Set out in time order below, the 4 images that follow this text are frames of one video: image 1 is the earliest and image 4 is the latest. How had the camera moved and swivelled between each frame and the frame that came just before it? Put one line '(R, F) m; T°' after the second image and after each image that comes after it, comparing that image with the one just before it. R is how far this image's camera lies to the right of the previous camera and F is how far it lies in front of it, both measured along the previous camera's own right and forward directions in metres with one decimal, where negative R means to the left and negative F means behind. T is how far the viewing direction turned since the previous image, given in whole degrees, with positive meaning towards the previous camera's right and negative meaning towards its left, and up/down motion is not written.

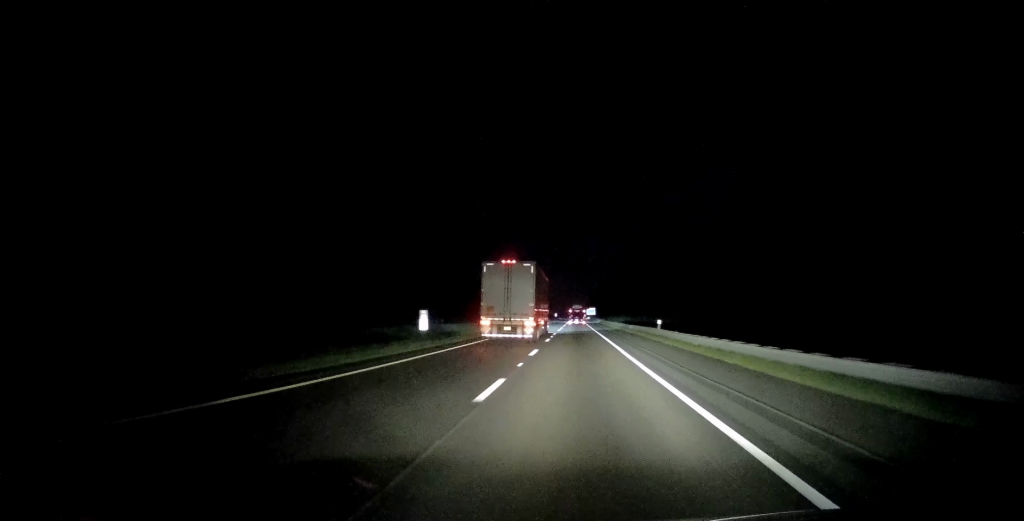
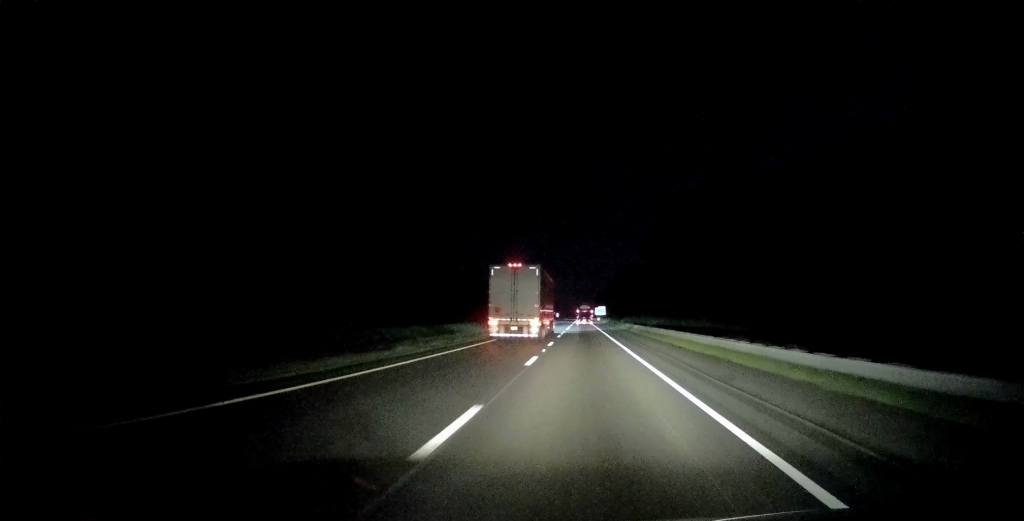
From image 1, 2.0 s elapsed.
(-0.9, +64.3) m; -1°
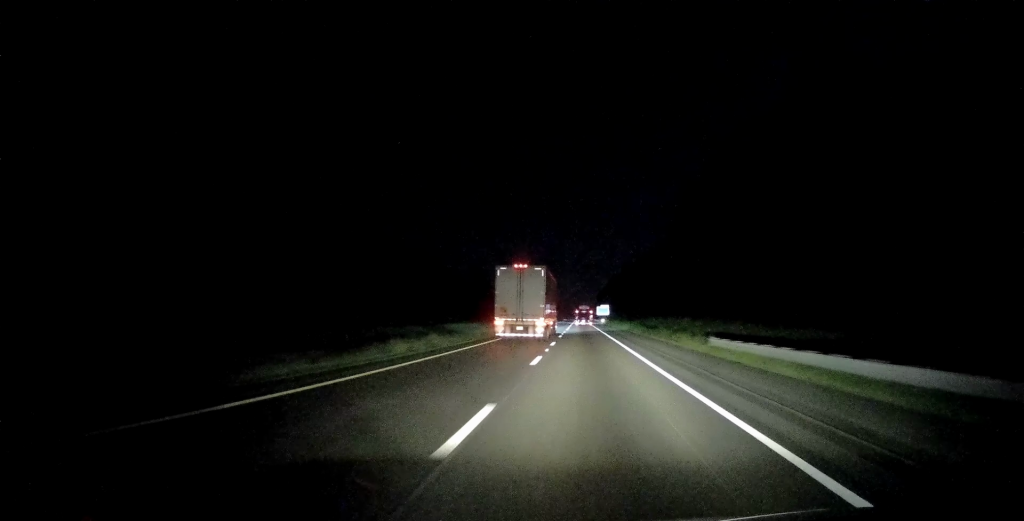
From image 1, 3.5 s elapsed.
(+0.4, +47.5) m; +1°
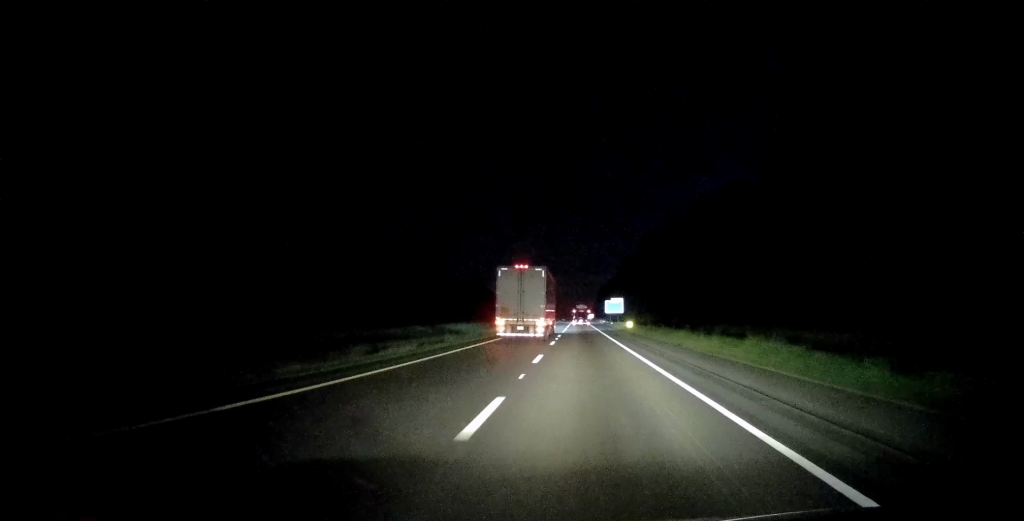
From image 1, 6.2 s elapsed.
(-0.4, +84.3) m; -1°
